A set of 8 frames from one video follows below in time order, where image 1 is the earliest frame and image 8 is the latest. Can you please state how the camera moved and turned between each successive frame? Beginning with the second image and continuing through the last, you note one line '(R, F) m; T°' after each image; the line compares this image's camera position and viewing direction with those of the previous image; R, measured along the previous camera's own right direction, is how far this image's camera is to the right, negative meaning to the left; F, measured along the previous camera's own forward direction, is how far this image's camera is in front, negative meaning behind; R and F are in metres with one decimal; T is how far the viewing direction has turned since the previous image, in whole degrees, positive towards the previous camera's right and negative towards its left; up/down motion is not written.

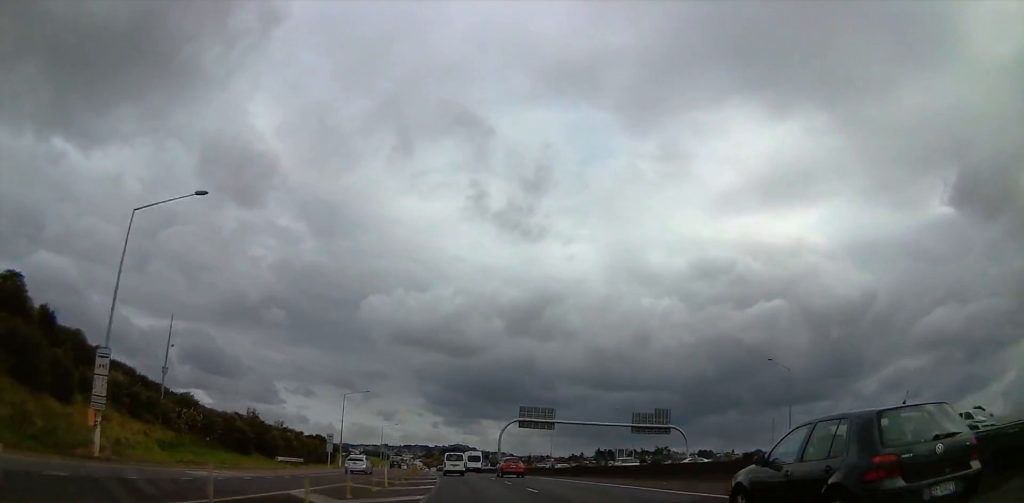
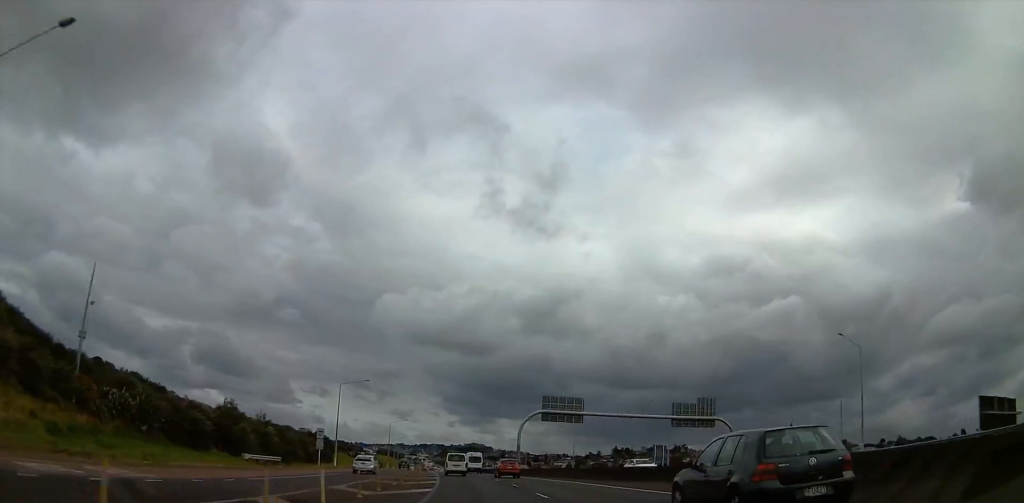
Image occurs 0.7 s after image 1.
(0.0, +13.5) m; 0°
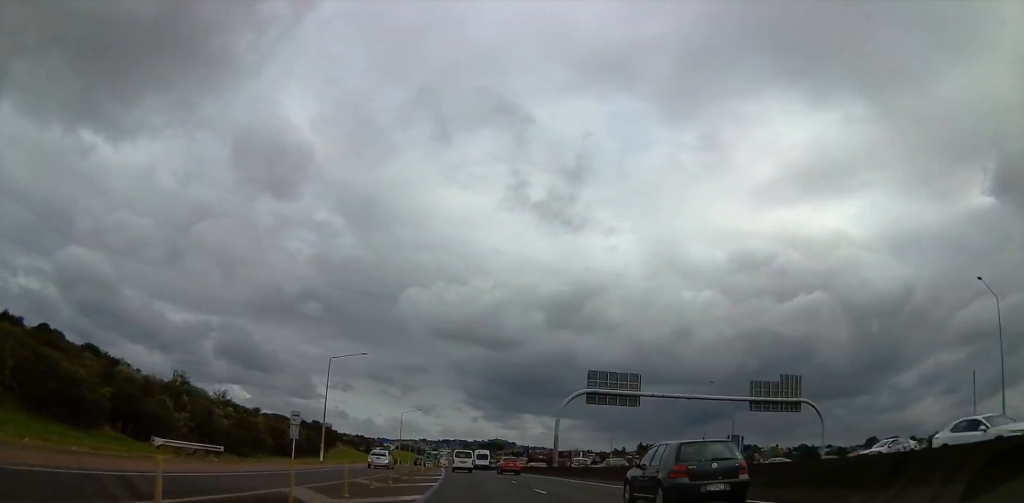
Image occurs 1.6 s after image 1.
(-0.1, +18.1) m; -2°
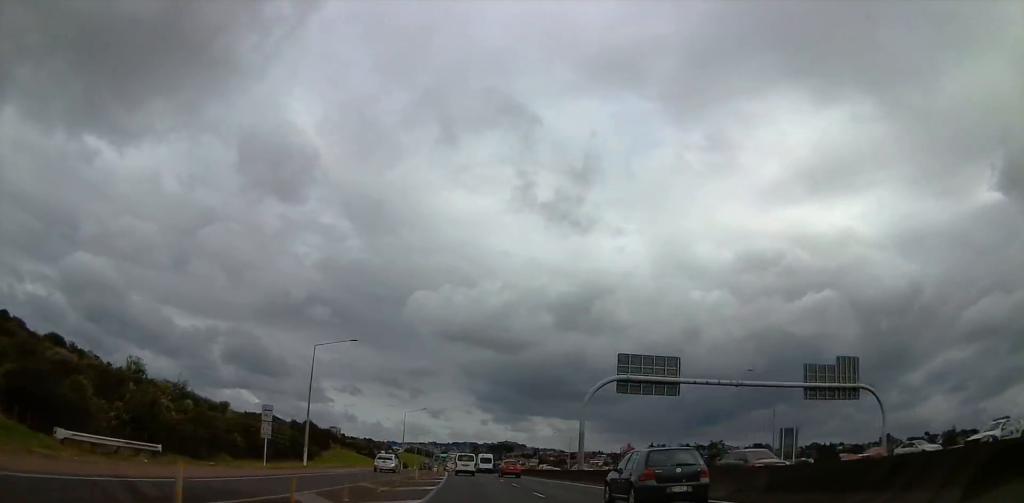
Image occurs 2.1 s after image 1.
(+0.1, +10.2) m; -2°
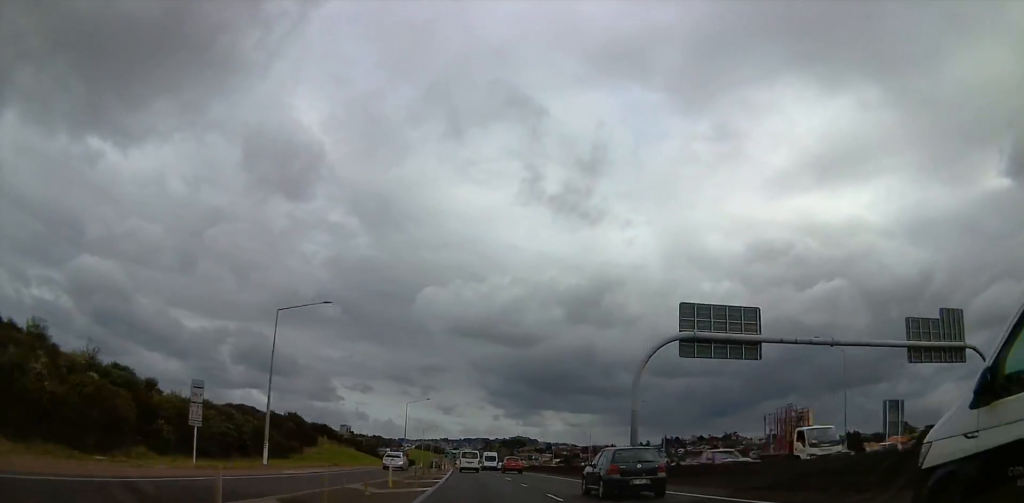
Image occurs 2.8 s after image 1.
(-0.7, +13.5) m; -2°
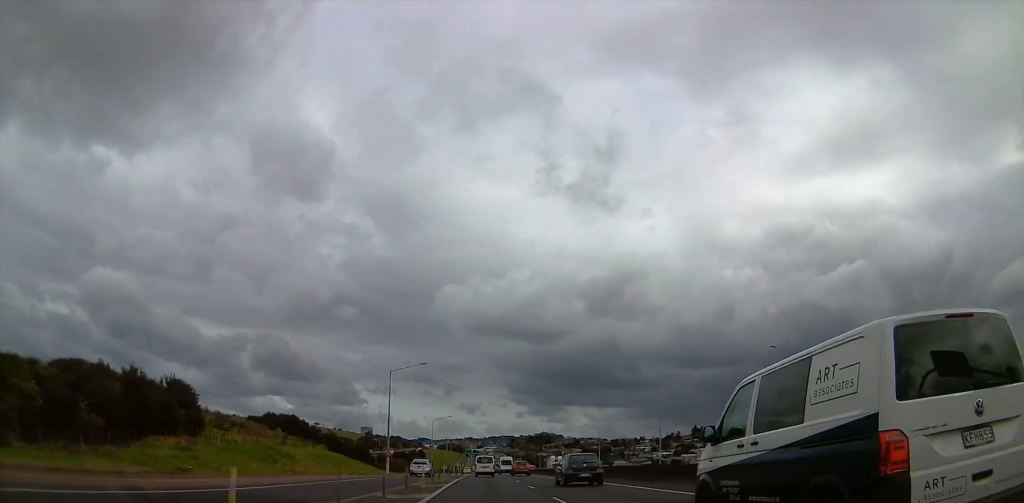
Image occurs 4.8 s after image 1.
(-0.6, +40.9) m; -1°
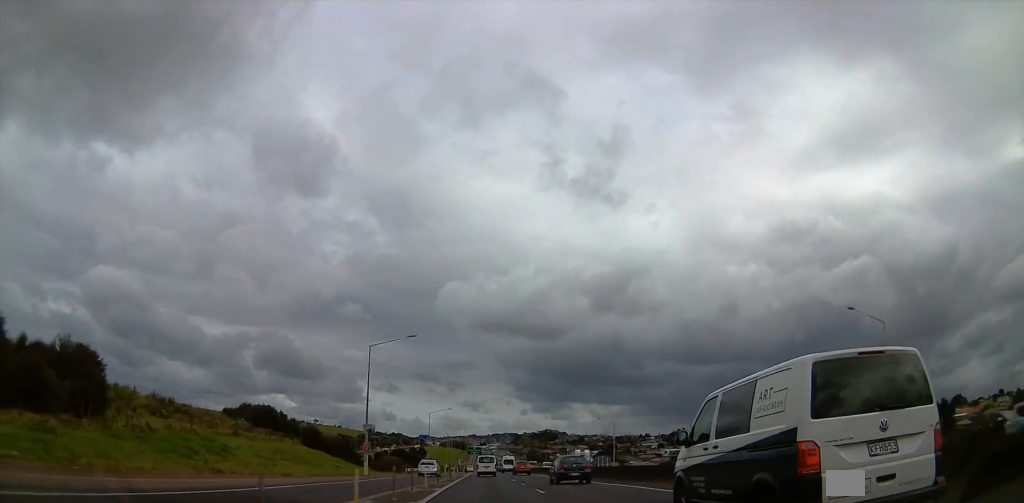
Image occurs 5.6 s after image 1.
(0.0, +14.6) m; 0°
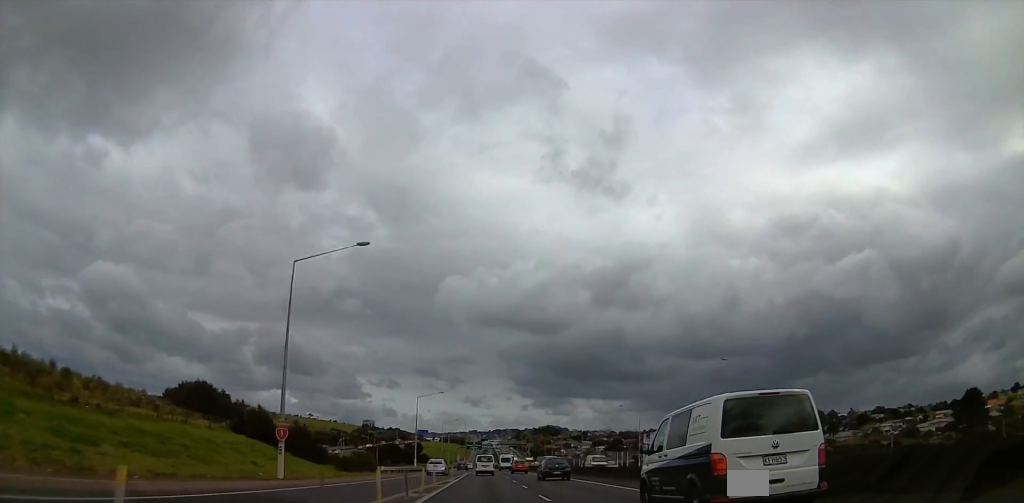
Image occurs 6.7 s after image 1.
(0.0, +22.9) m; 0°
